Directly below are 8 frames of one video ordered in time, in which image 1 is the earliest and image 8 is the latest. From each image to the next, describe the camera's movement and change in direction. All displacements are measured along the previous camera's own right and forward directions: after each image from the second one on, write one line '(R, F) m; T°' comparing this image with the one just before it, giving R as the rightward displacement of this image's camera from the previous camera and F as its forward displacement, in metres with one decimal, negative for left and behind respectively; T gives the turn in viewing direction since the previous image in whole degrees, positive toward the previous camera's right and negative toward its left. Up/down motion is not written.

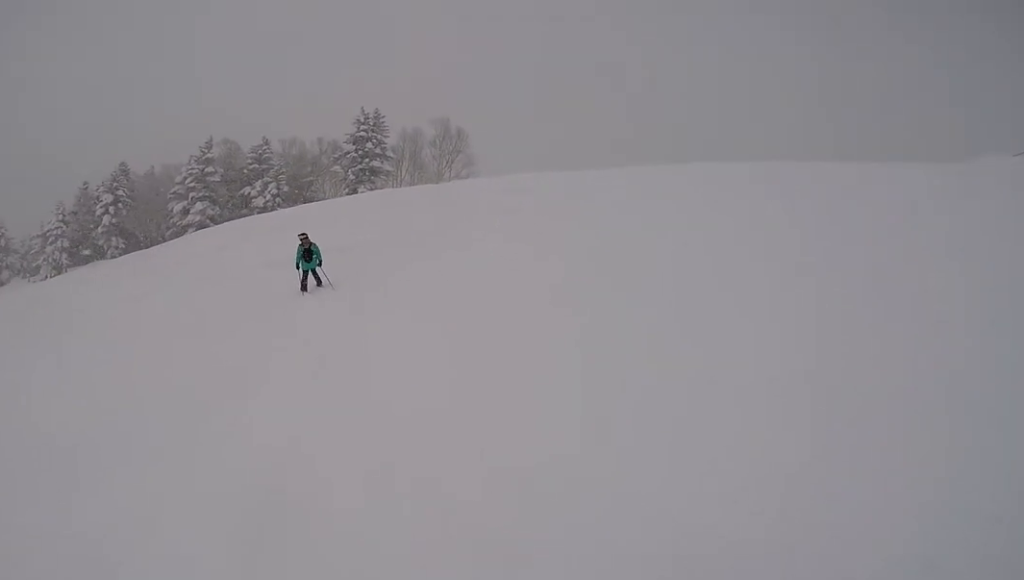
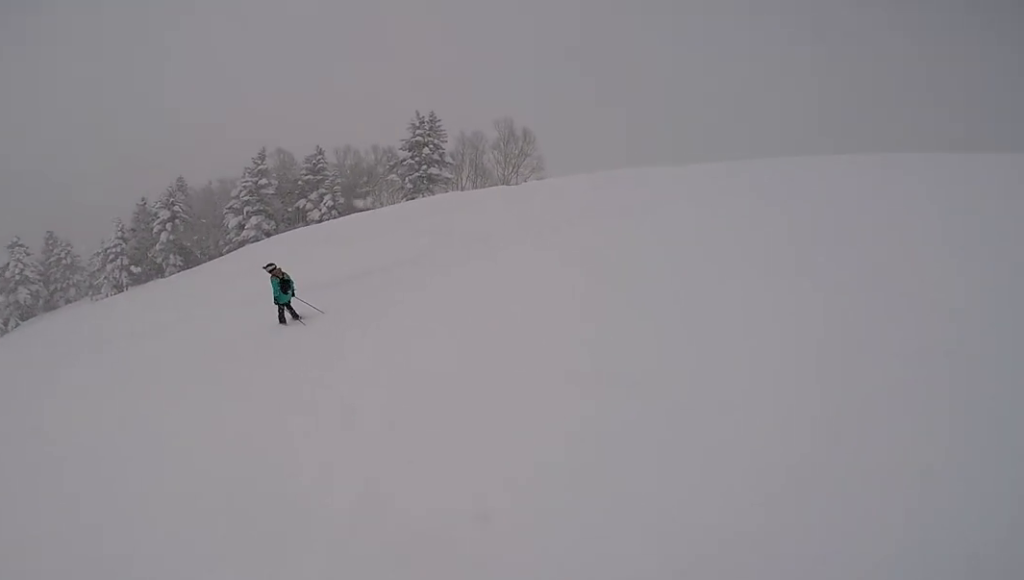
(+0.3, +3.6) m; +7°
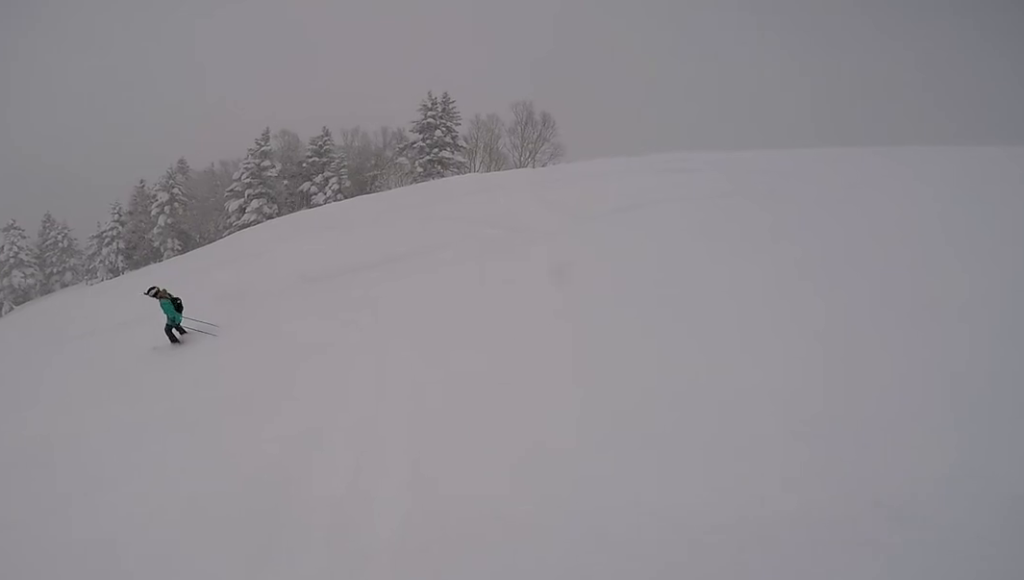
(+0.1, +2.4) m; +2°
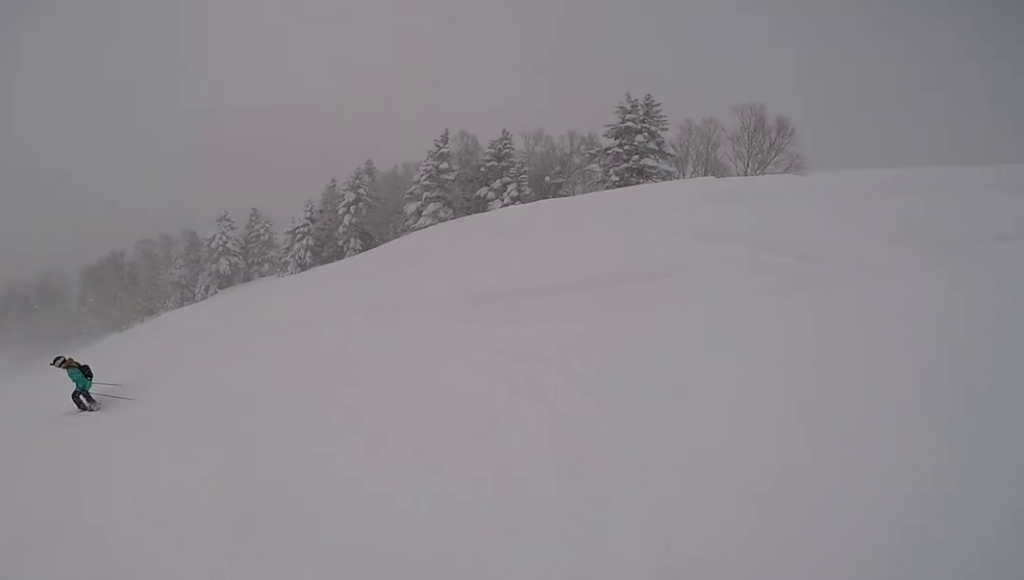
(0.0, +3.8) m; -4°
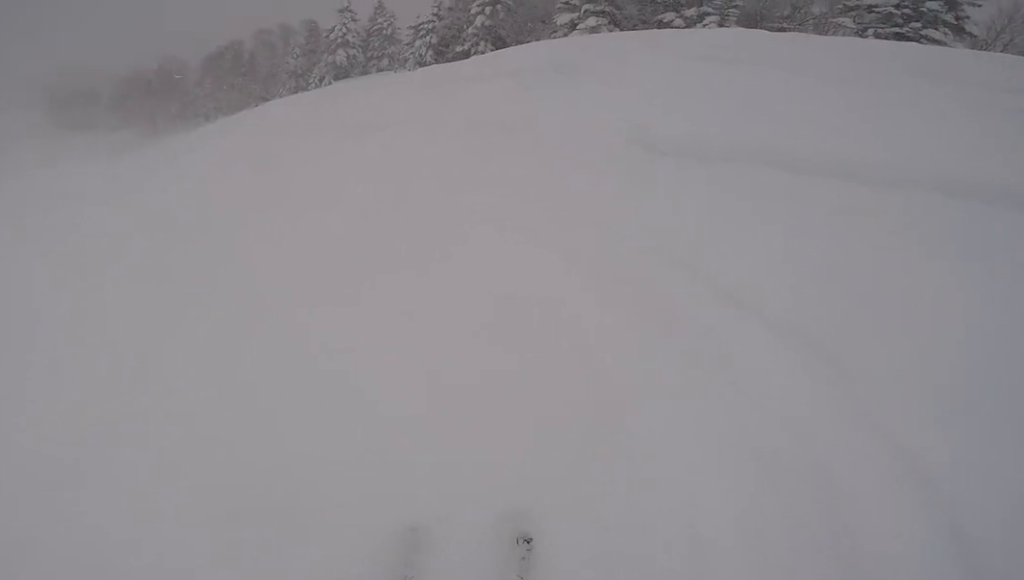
(-0.5, +4.2) m; -20°
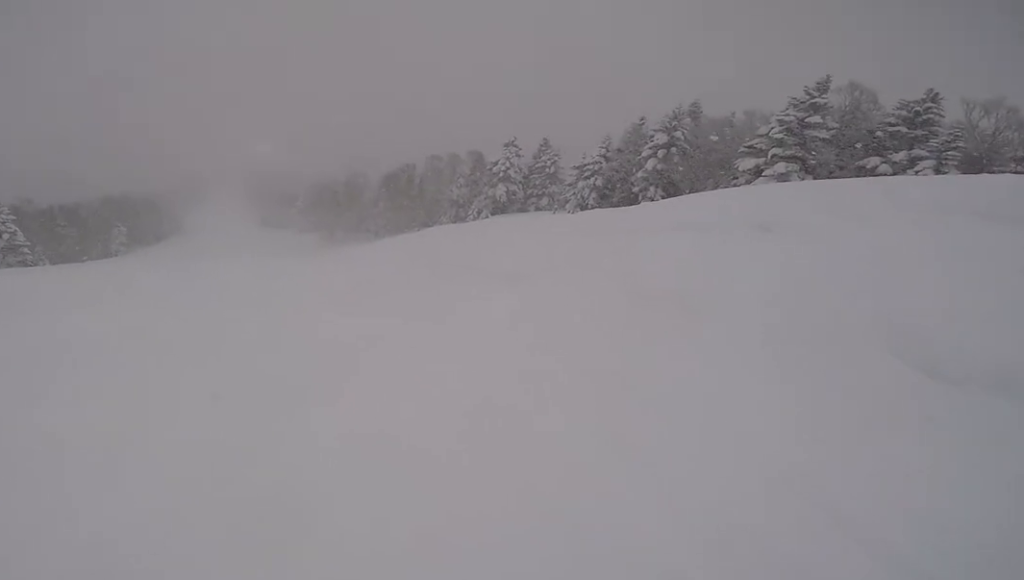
(-0.1, +1.5) m; -11°
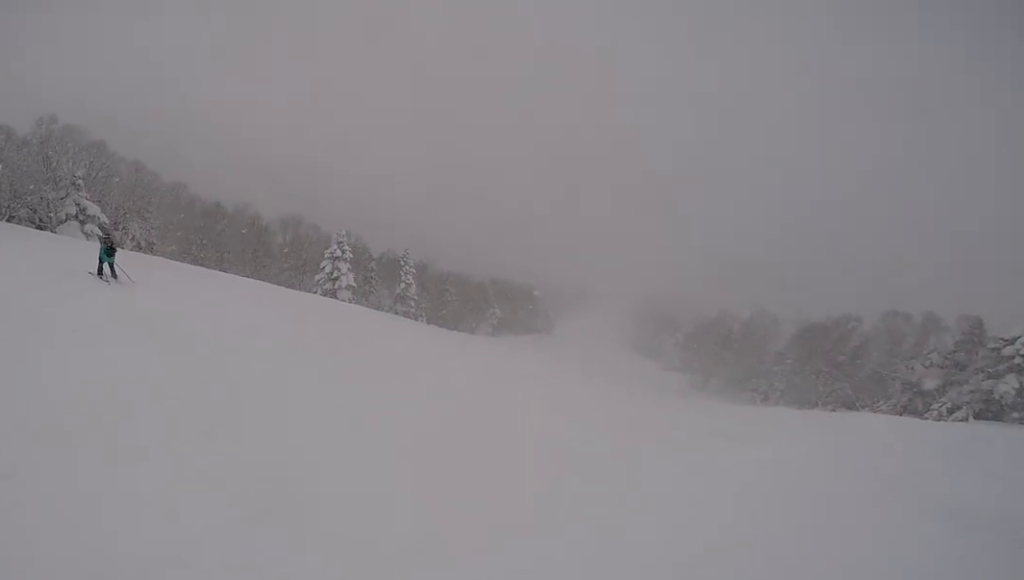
(-1.3, +3.7) m; -40°
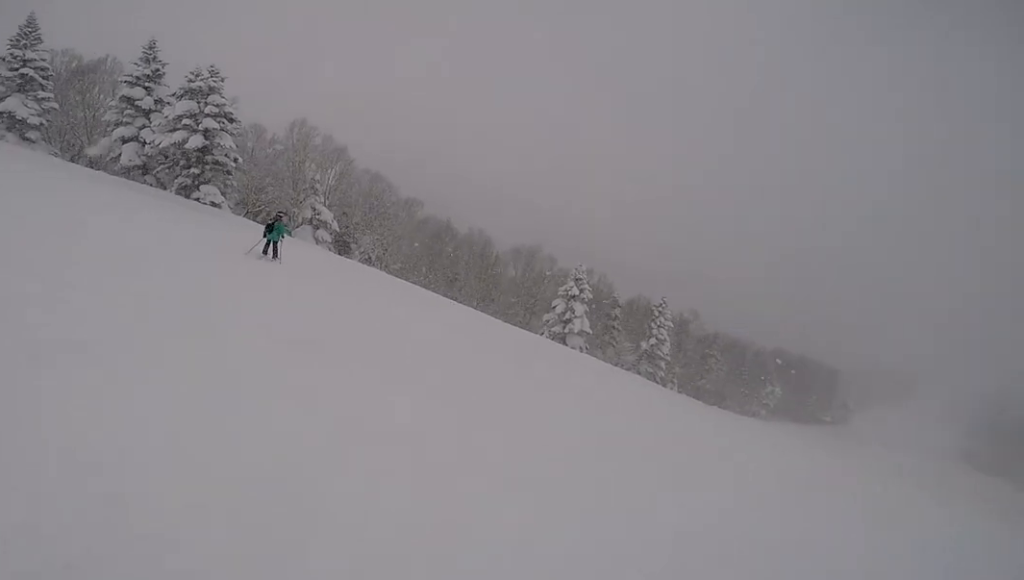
(-0.7, +3.0) m; -22°
